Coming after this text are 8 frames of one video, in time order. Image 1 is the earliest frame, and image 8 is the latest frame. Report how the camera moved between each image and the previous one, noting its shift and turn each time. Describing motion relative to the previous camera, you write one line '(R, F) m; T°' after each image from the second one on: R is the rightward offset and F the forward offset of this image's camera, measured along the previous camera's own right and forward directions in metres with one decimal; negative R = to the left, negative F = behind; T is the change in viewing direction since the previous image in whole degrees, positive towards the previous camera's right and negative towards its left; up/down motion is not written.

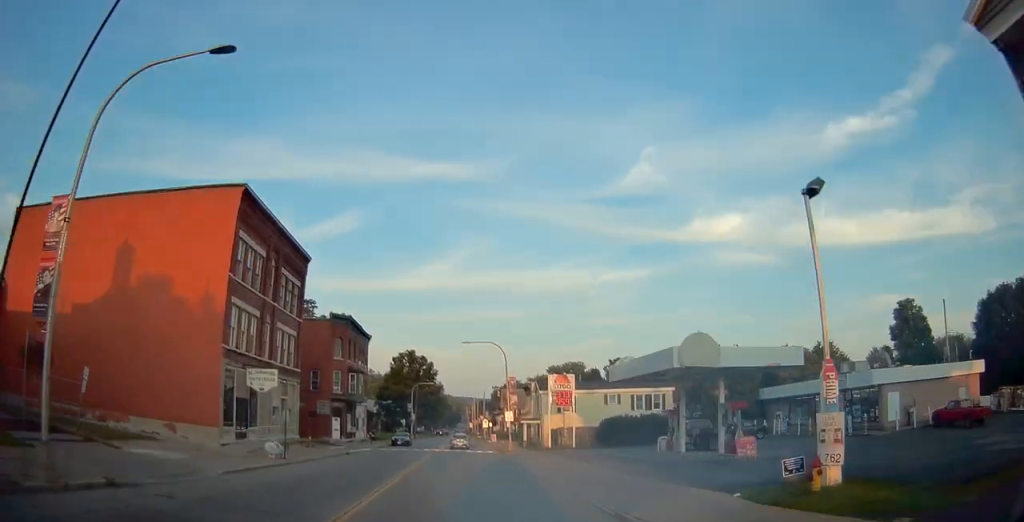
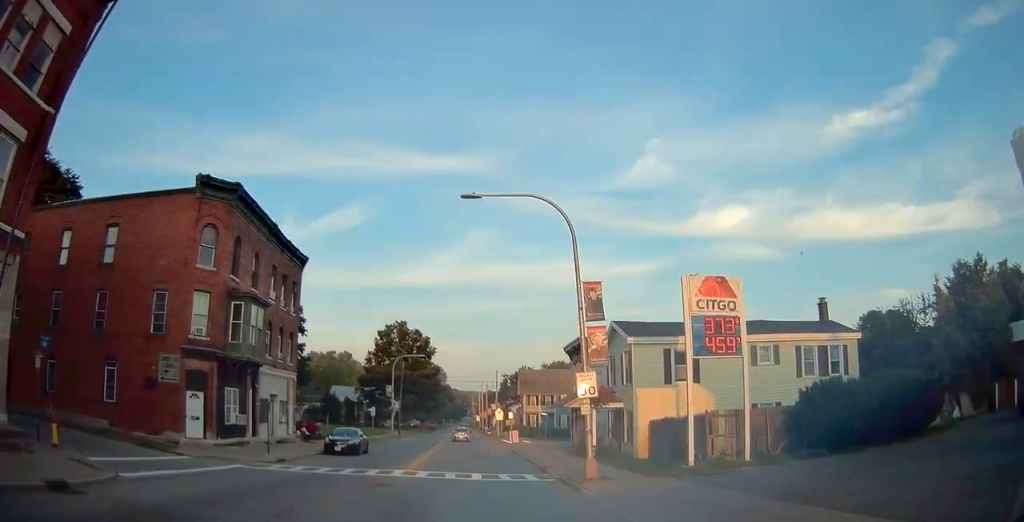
(+0.4, +30.2) m; 0°
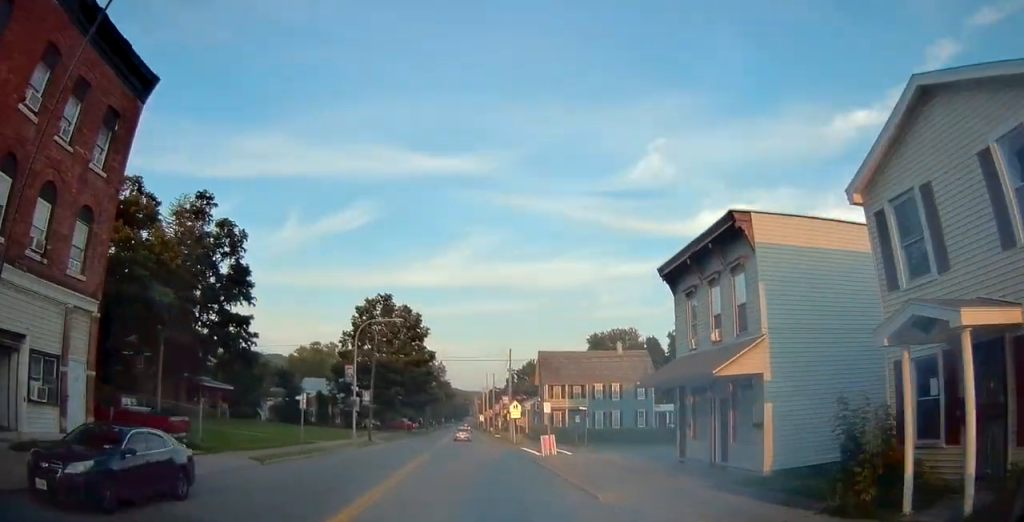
(-0.4, +23.1) m; -1°
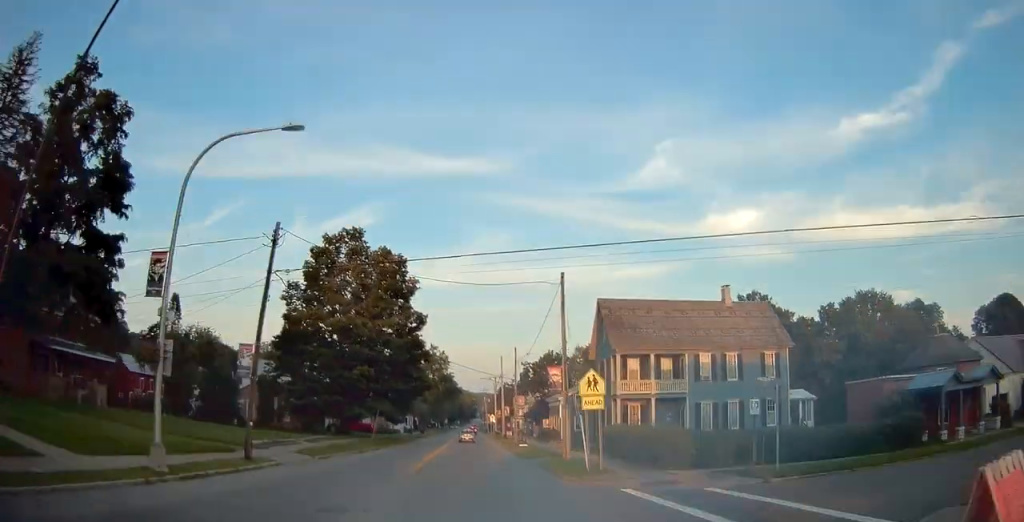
(-0.1, +28.6) m; 0°
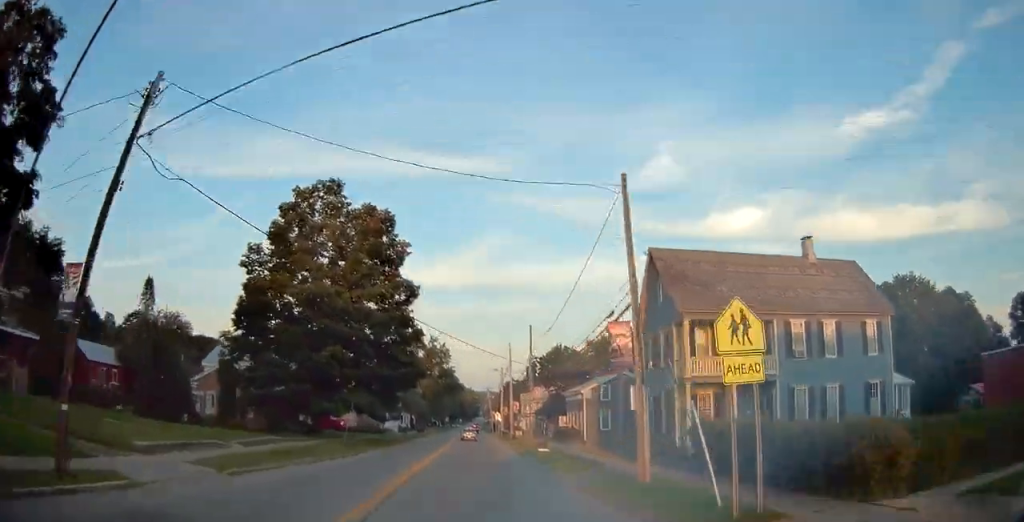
(0.0, +11.3) m; 0°
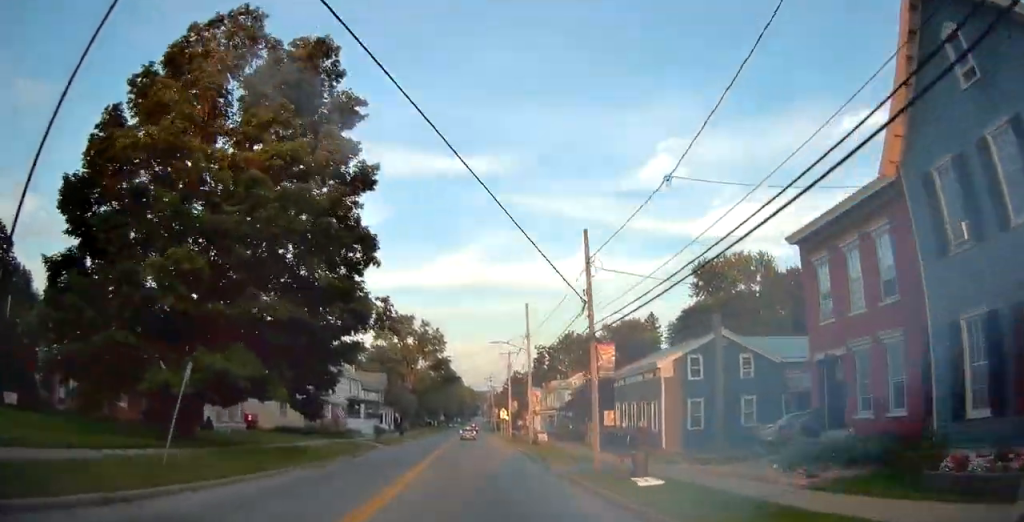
(0.0, +21.1) m; 0°
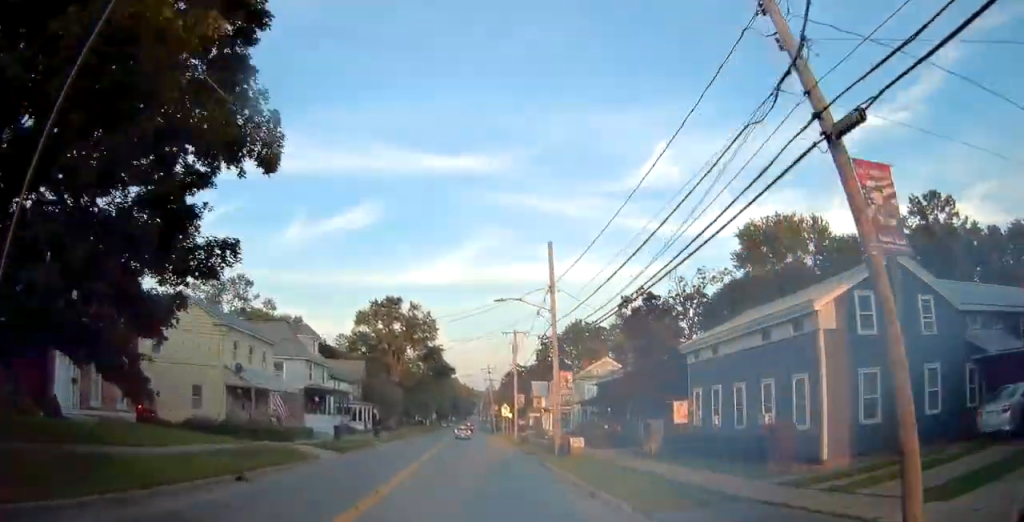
(0.0, +14.7) m; 0°
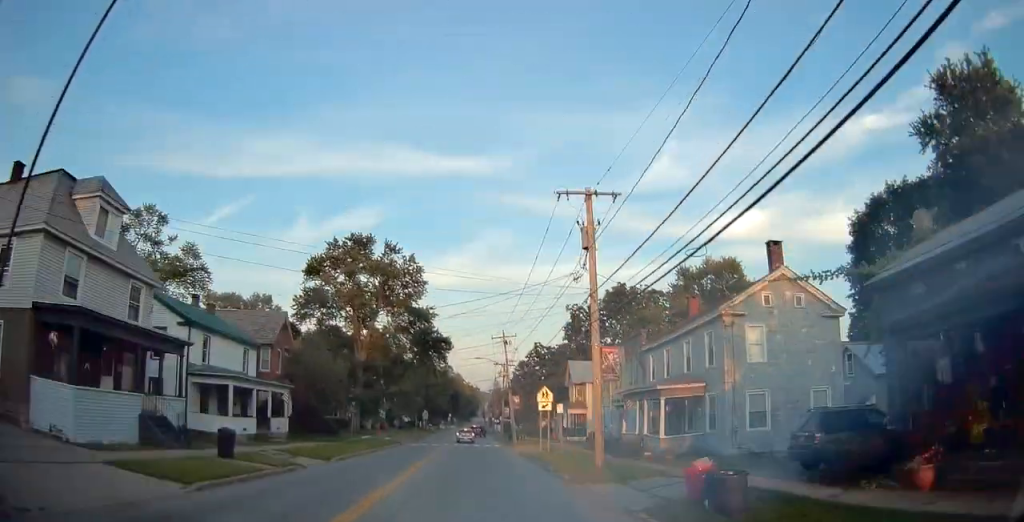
(-0.1, +32.3) m; -1°
